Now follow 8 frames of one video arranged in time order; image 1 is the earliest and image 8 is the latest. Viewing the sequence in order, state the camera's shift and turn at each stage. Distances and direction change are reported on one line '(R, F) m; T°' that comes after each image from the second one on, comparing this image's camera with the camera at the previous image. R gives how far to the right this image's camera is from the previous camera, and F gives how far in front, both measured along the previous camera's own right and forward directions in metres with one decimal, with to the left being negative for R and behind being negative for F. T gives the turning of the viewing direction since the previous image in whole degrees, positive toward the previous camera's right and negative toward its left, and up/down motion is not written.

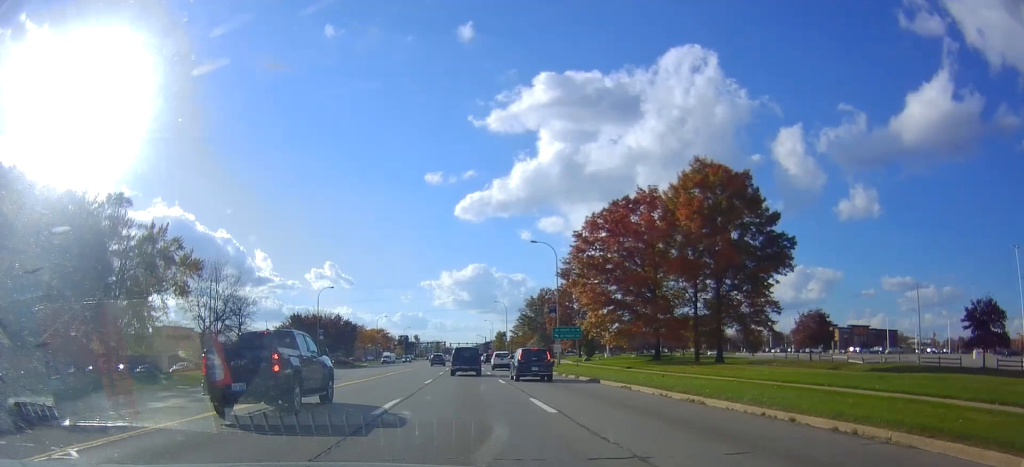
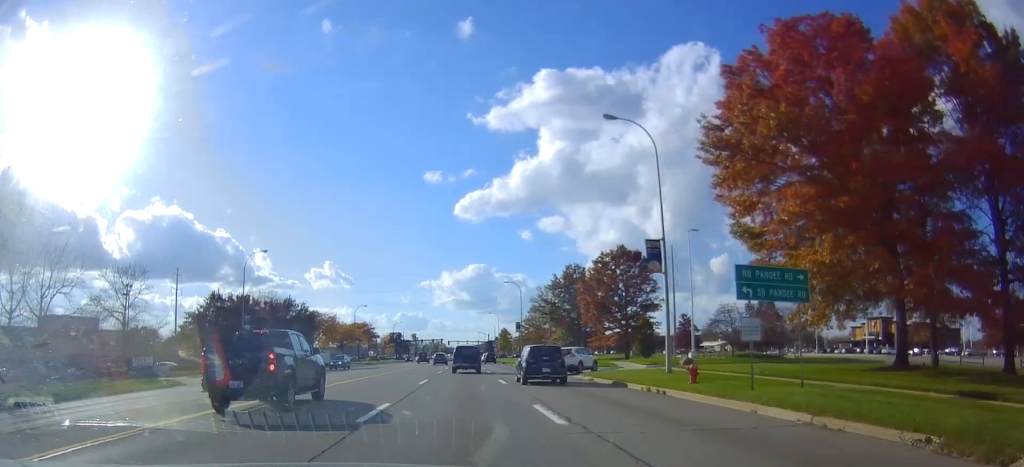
(+0.5, +32.4) m; +2°
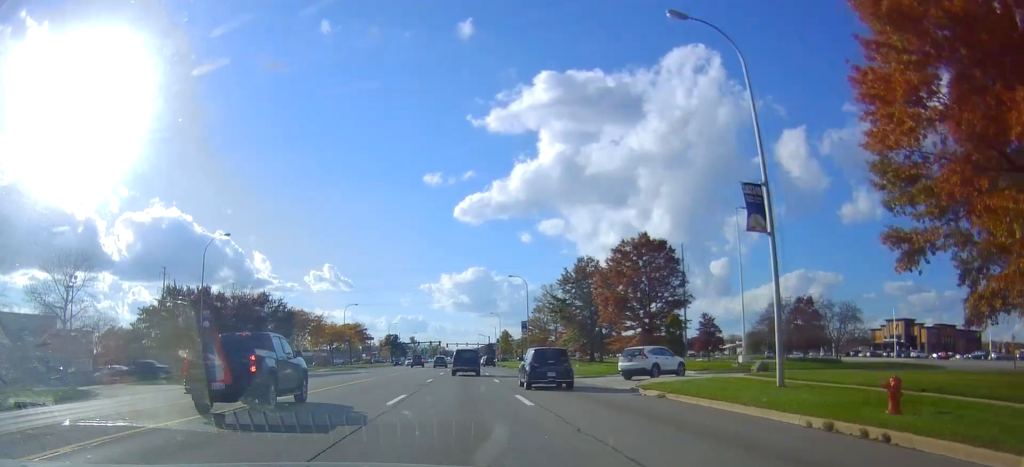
(0.0, +10.4) m; 0°
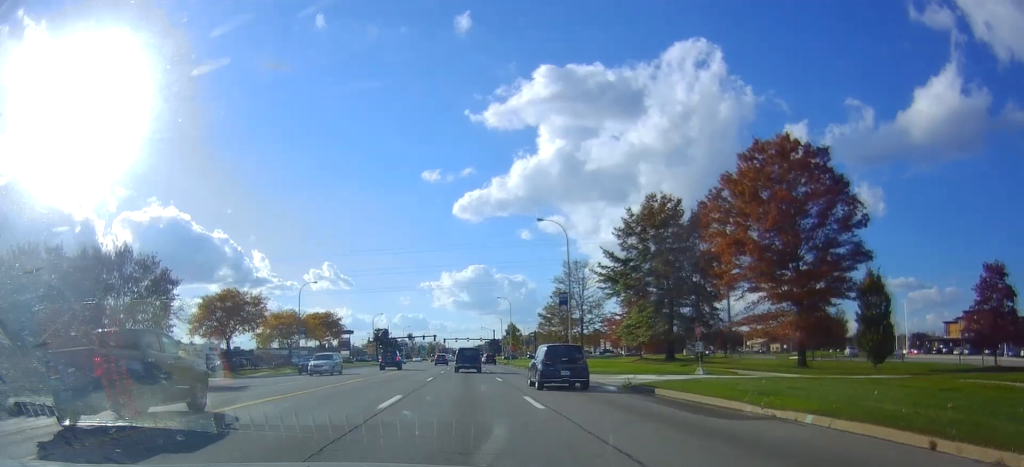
(-0.1, +31.9) m; -2°
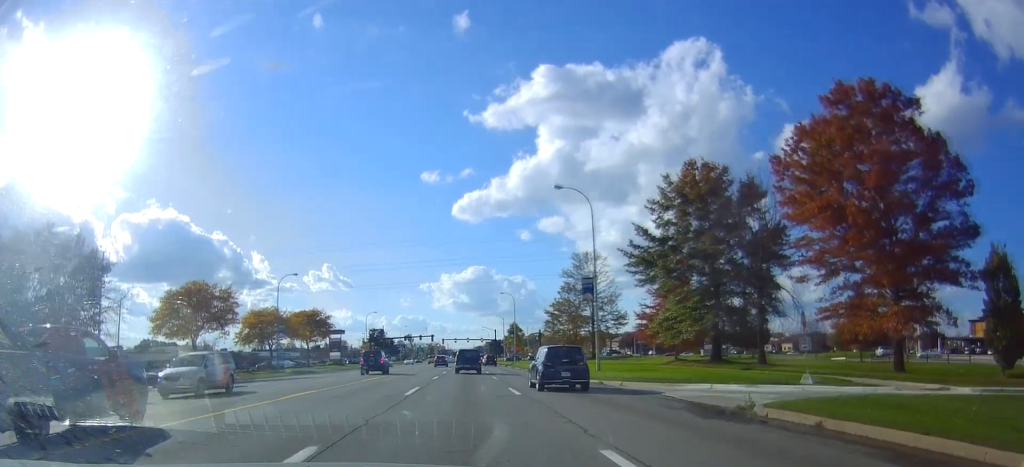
(-0.3, +9.9) m; 0°
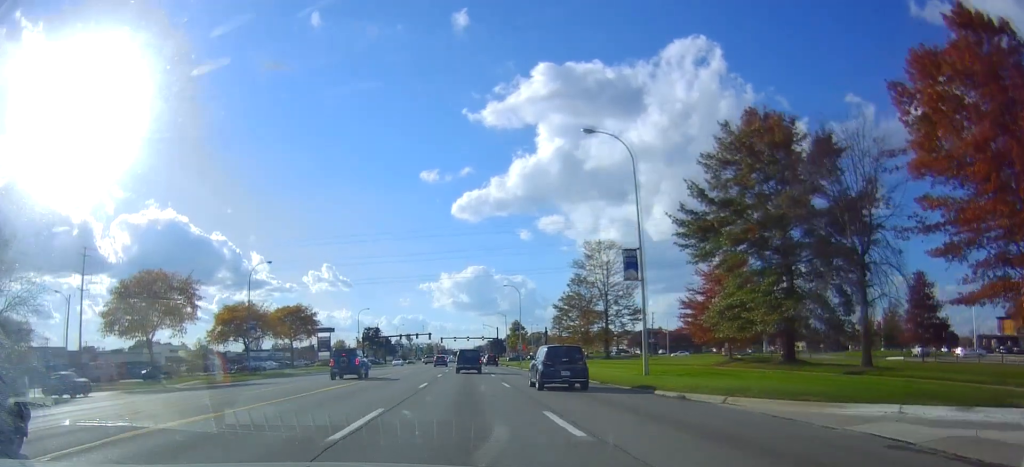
(0.0, +10.3) m; 0°
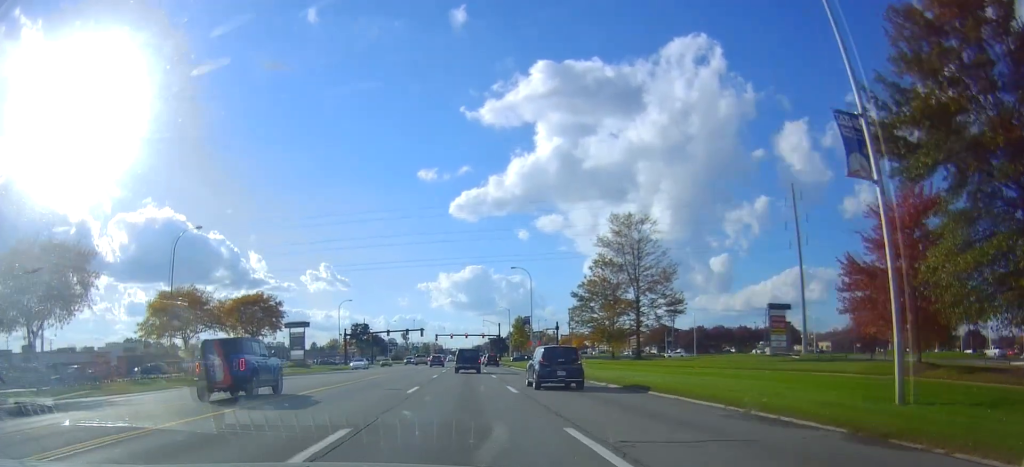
(0.0, +18.5) m; -1°
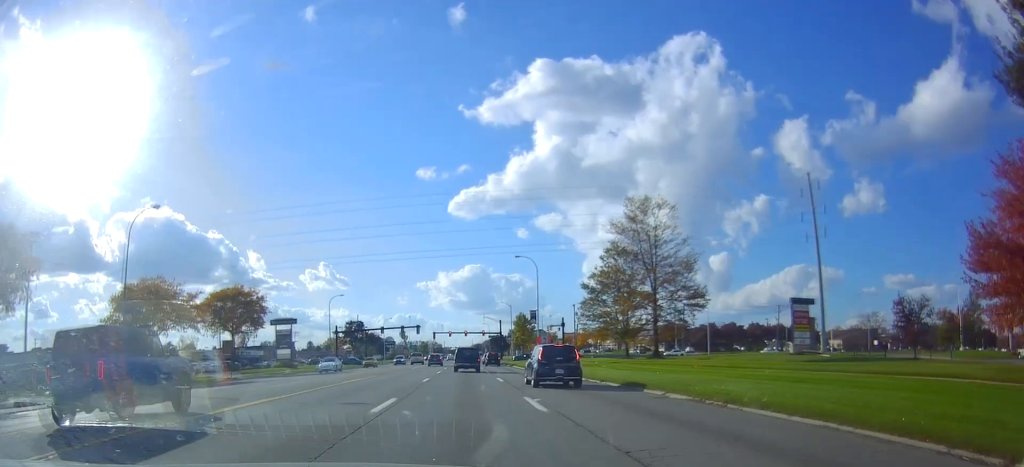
(-0.1, +7.6) m; -1°
